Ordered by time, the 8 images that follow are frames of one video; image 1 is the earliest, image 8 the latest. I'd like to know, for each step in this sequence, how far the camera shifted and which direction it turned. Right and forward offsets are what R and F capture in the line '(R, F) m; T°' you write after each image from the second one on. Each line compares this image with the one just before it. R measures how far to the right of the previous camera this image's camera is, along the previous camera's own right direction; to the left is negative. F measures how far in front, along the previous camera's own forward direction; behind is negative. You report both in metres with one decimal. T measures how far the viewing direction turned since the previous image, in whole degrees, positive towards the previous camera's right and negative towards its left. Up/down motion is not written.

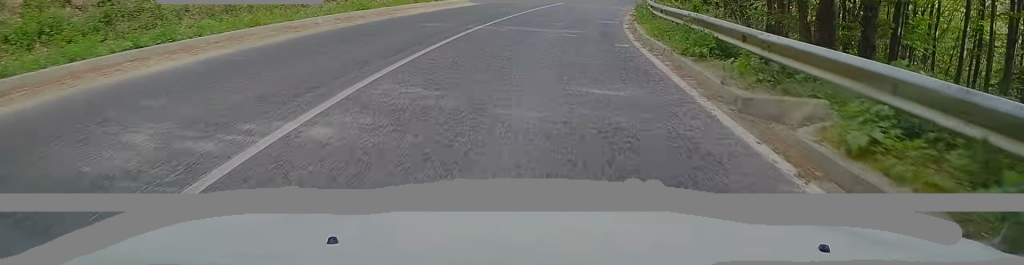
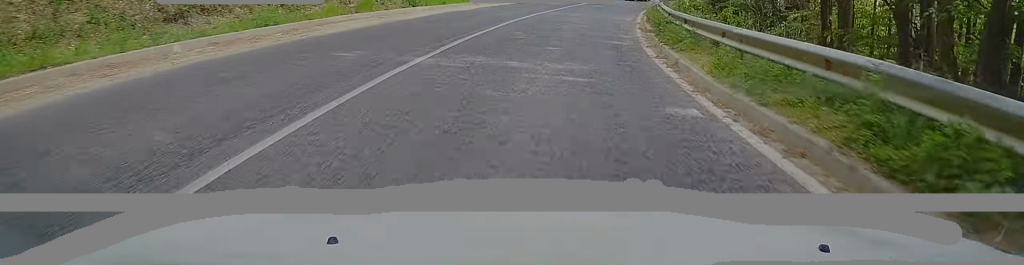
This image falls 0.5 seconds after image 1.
(+0.1, +6.8) m; +2°
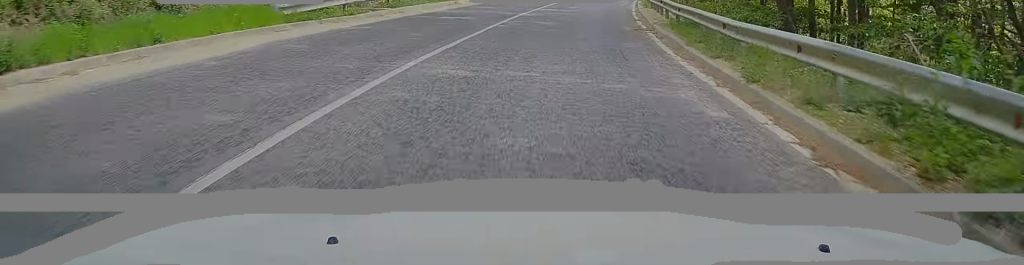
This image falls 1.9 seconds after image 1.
(+0.9, +19.0) m; +6°
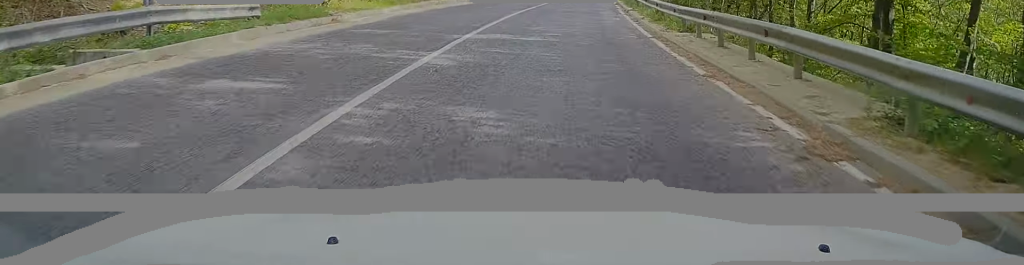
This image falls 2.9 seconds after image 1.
(+0.7, +13.5) m; +6°
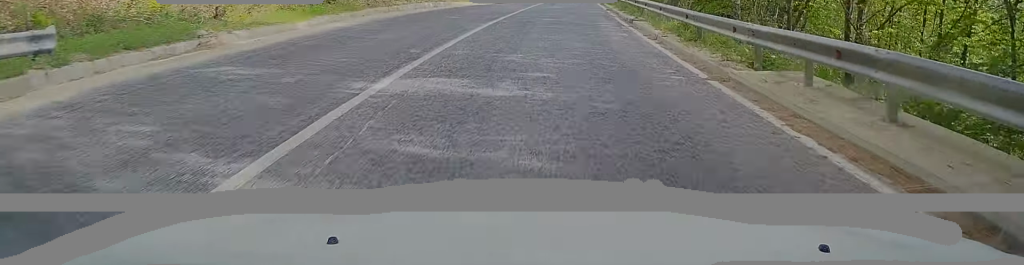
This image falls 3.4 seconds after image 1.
(+0.1, +6.7) m; +3°
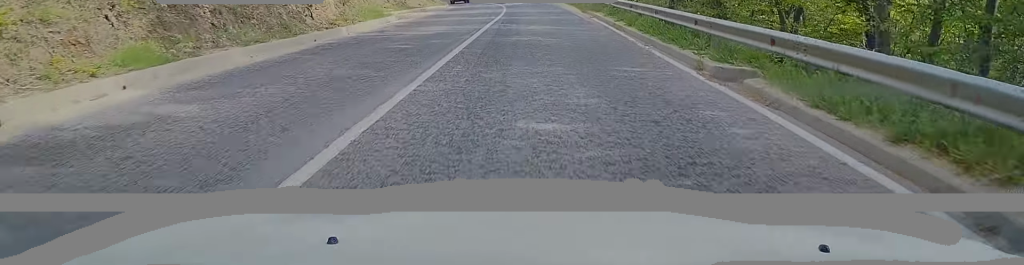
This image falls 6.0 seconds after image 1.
(+2.5, +34.1) m; +5°
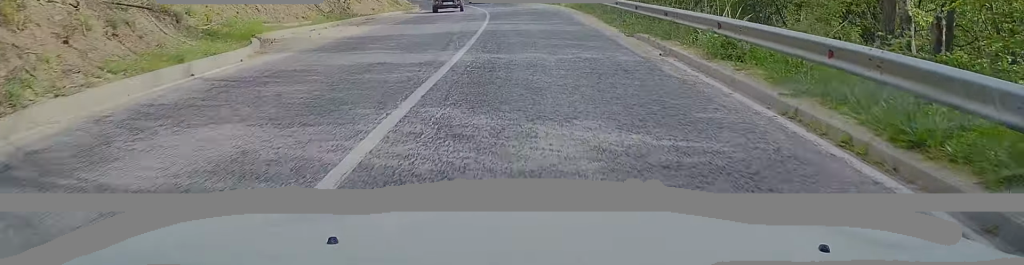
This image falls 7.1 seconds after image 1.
(0.0, +13.9) m; -1°
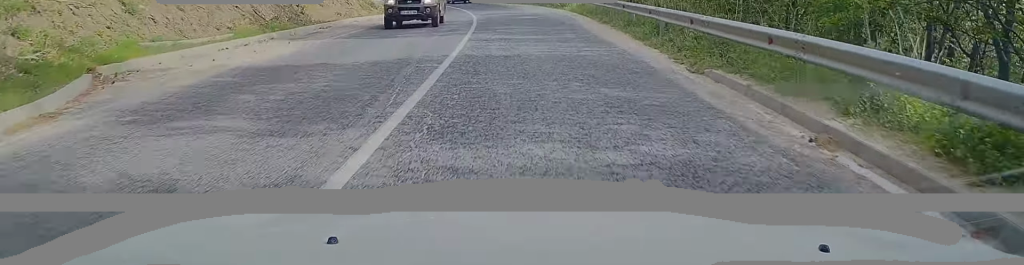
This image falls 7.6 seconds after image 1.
(0.0, +6.4) m; -1°
